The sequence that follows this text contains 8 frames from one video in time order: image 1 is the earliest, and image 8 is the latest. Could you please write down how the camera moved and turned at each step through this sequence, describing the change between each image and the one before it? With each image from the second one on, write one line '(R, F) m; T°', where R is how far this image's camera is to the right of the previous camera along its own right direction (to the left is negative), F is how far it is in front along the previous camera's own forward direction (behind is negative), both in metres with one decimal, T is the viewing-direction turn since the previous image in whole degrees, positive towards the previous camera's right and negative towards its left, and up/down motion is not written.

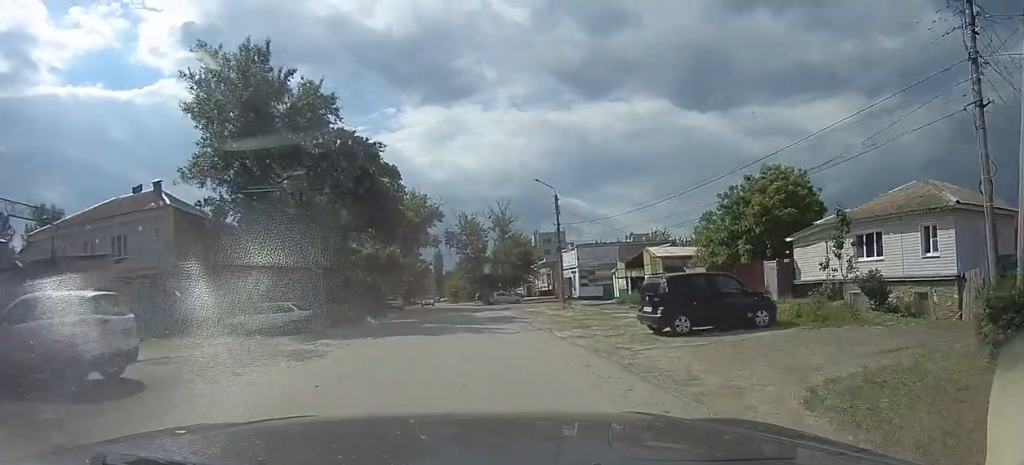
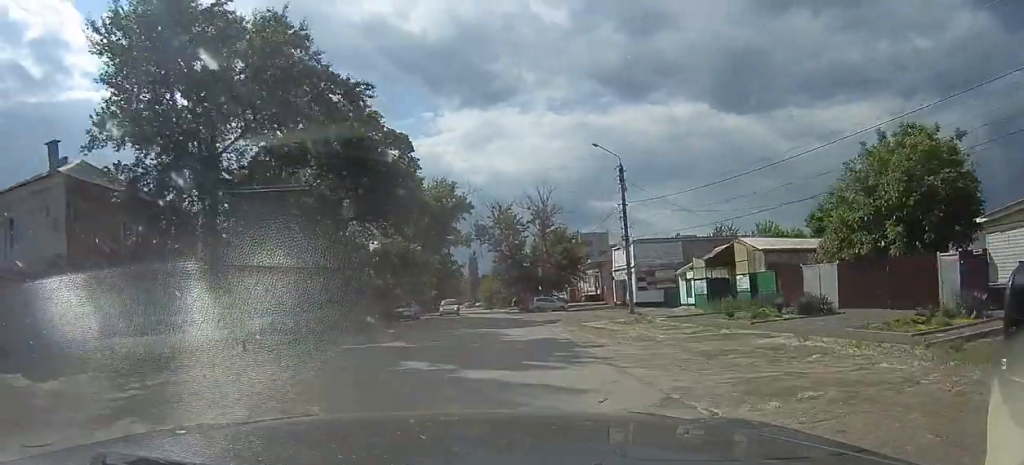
(-0.4, +10.4) m; -3°
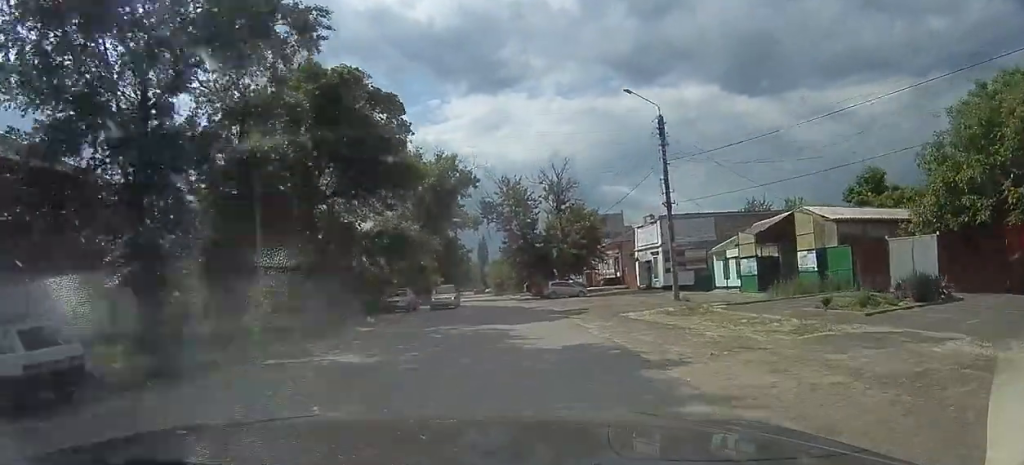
(+0.1, +5.5) m; -1°
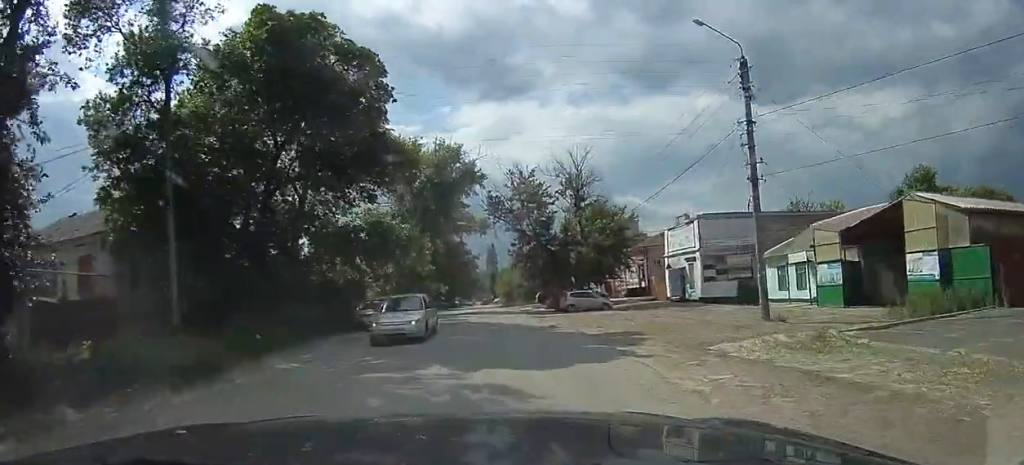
(-0.2, +7.5) m; -1°
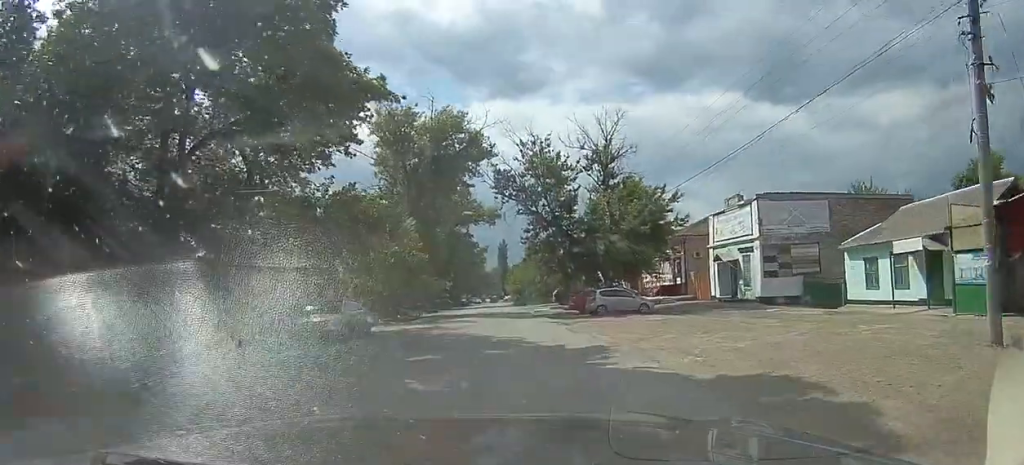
(-0.1, +8.1) m; 0°
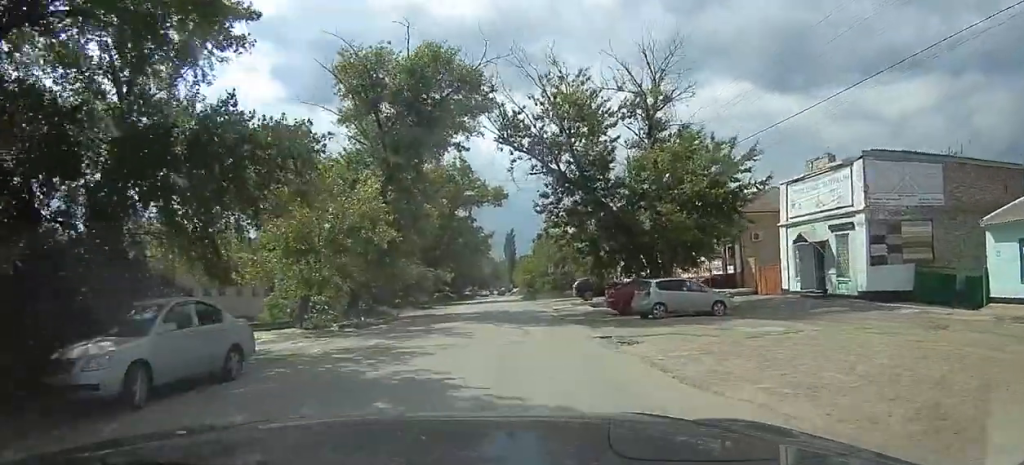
(0.0, +9.4) m; 0°
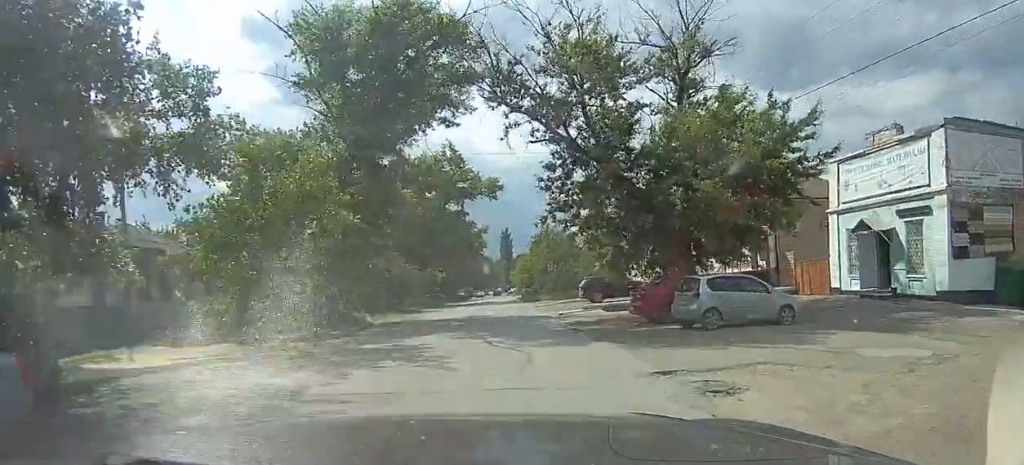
(0.0, +5.6) m; 0°
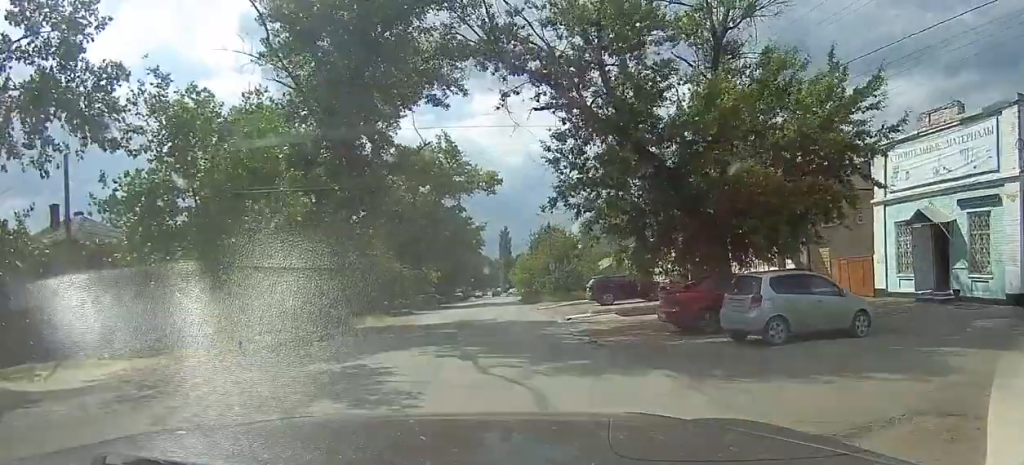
(0.0, +4.1) m; 0°
